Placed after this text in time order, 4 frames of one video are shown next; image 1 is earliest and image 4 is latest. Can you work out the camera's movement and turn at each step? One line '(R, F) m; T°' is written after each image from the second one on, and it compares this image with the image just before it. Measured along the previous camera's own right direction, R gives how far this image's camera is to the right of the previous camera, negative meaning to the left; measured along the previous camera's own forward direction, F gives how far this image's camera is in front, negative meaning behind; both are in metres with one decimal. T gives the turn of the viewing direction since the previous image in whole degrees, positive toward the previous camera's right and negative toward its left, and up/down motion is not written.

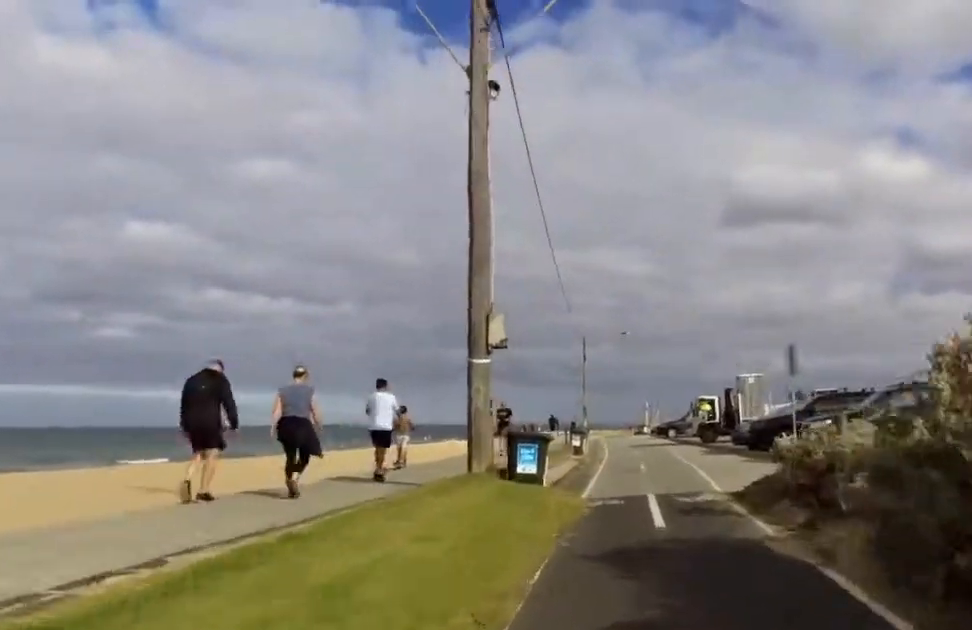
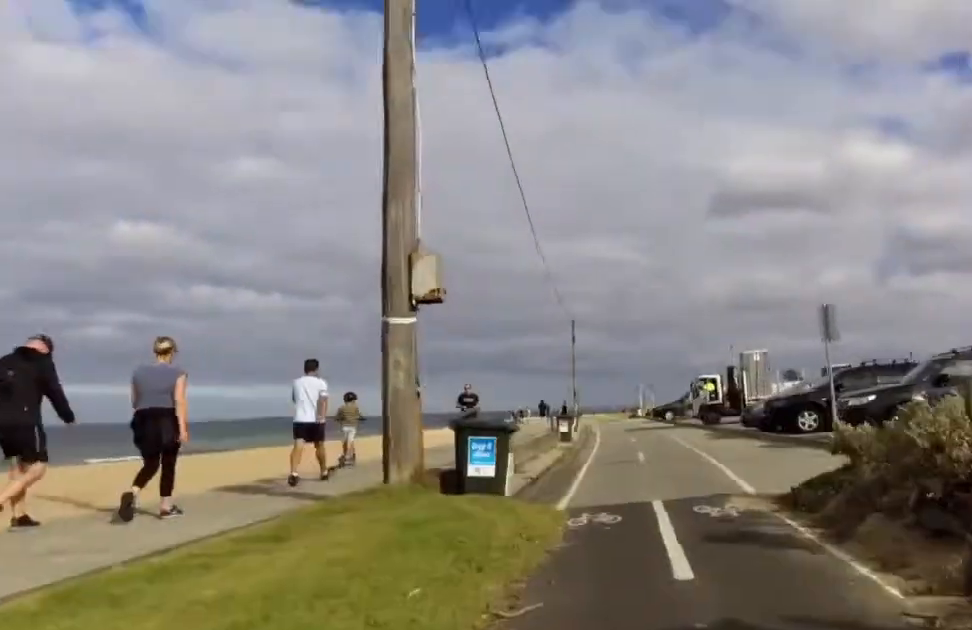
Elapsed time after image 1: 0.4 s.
(+0.2, +3.5) m; 0°
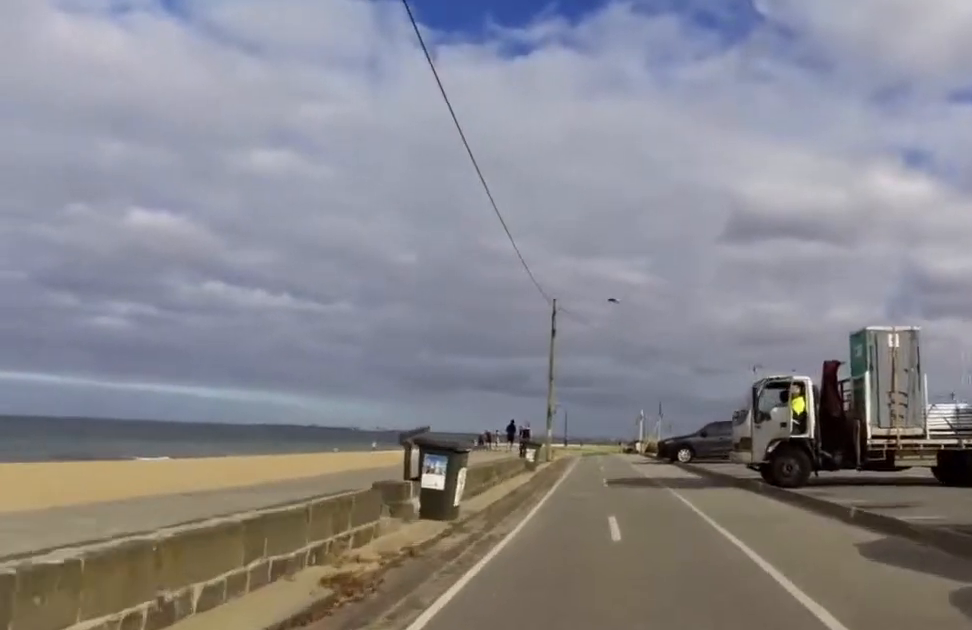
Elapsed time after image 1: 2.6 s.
(0.0, +16.9) m; +5°
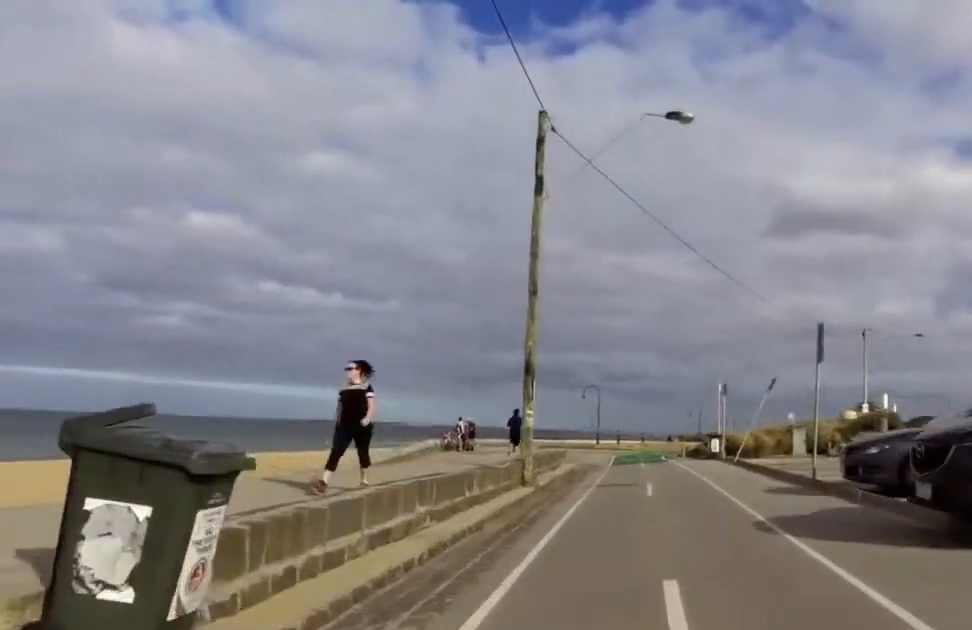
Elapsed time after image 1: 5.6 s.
(-0.8, +23.3) m; -5°
